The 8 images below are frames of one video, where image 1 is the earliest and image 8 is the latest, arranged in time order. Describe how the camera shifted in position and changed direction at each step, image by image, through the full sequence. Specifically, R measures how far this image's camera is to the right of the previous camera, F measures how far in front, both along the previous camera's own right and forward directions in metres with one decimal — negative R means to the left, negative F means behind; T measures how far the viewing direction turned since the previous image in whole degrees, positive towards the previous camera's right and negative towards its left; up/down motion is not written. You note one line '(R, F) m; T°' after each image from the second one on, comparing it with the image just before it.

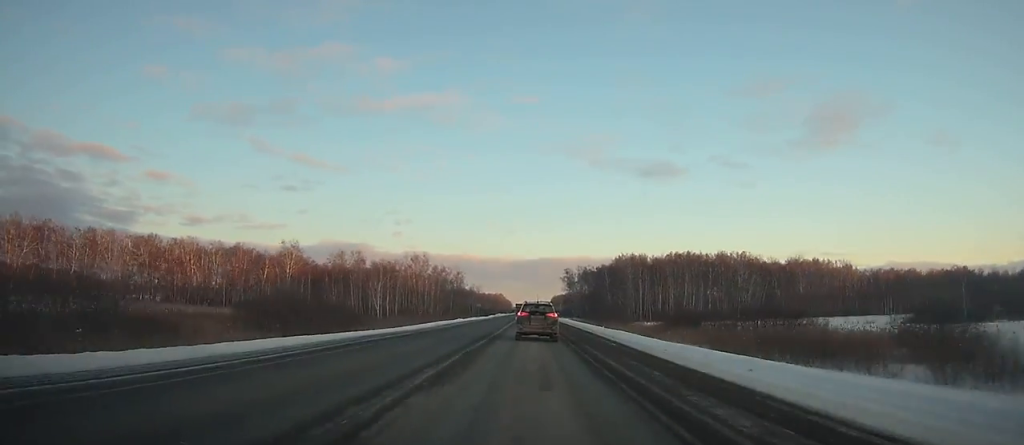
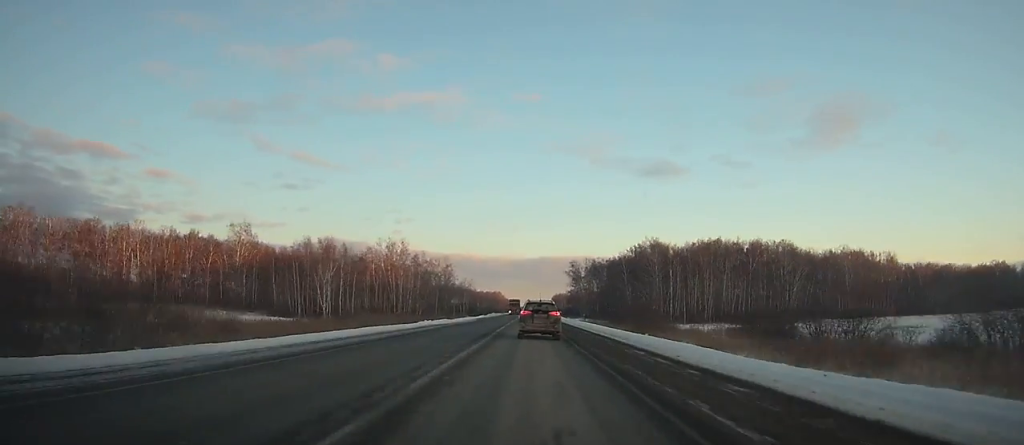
(0.0, +33.0) m; 0°
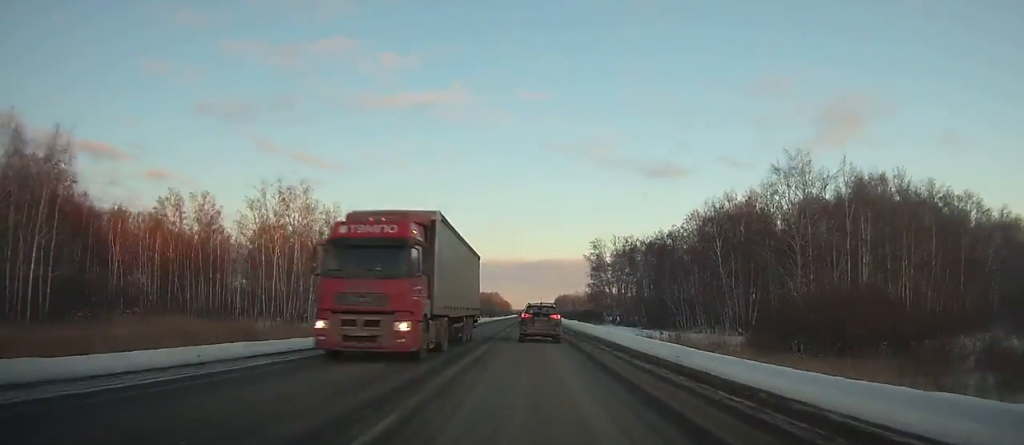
(-0.2, +68.8) m; 0°
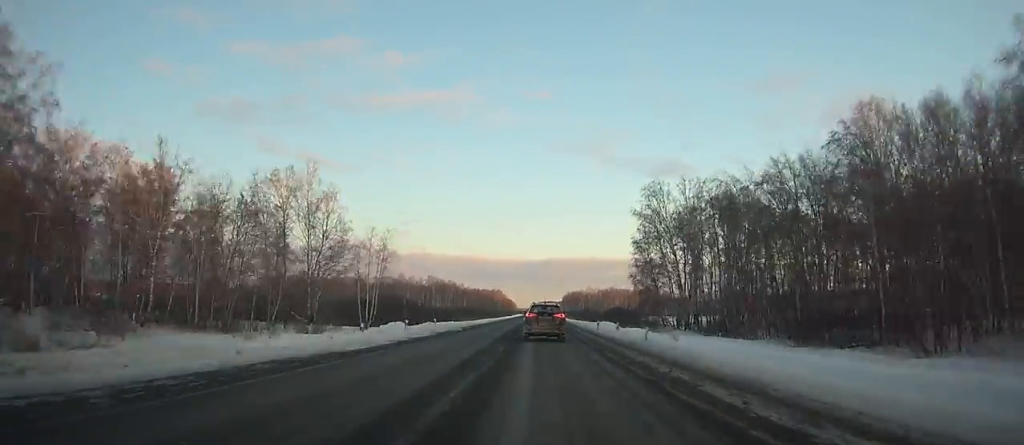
(-0.1, +63.4) m; 0°
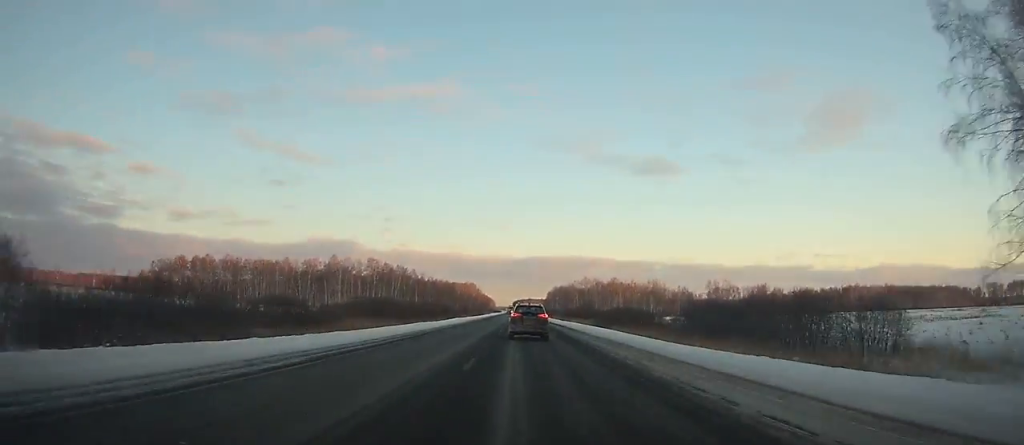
(+0.3, +93.8) m; 0°
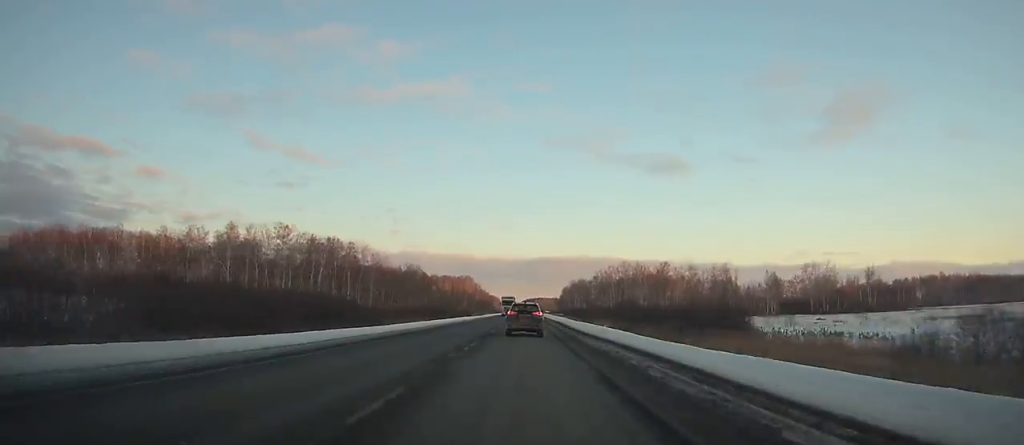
(+0.3, +102.9) m; 0°
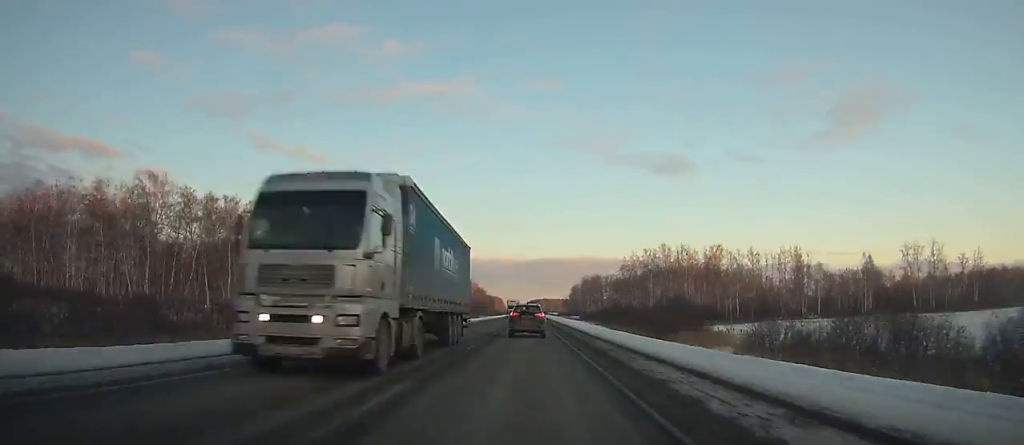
(-0.1, +58.9) m; 0°
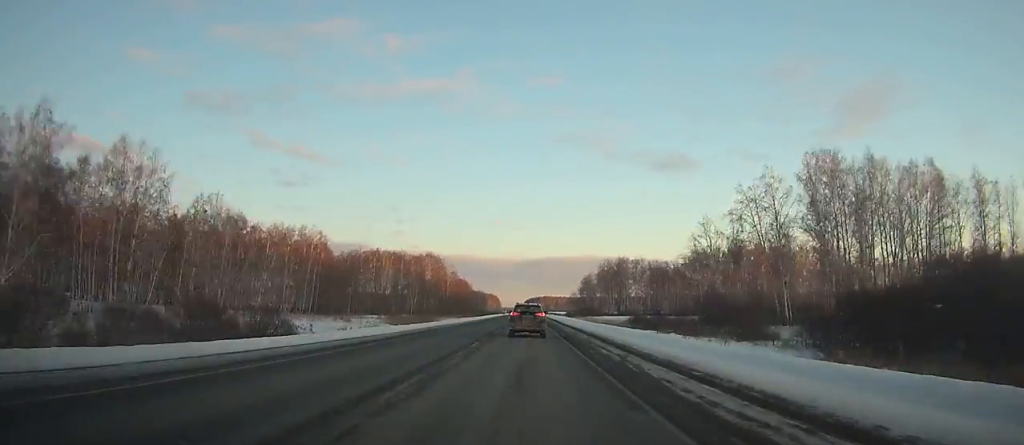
(0.0, +93.3) m; 0°
